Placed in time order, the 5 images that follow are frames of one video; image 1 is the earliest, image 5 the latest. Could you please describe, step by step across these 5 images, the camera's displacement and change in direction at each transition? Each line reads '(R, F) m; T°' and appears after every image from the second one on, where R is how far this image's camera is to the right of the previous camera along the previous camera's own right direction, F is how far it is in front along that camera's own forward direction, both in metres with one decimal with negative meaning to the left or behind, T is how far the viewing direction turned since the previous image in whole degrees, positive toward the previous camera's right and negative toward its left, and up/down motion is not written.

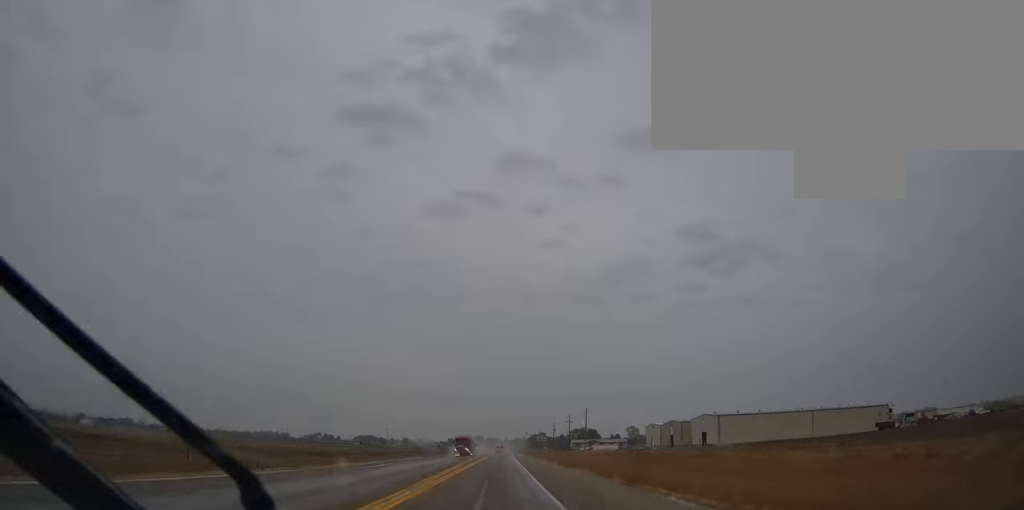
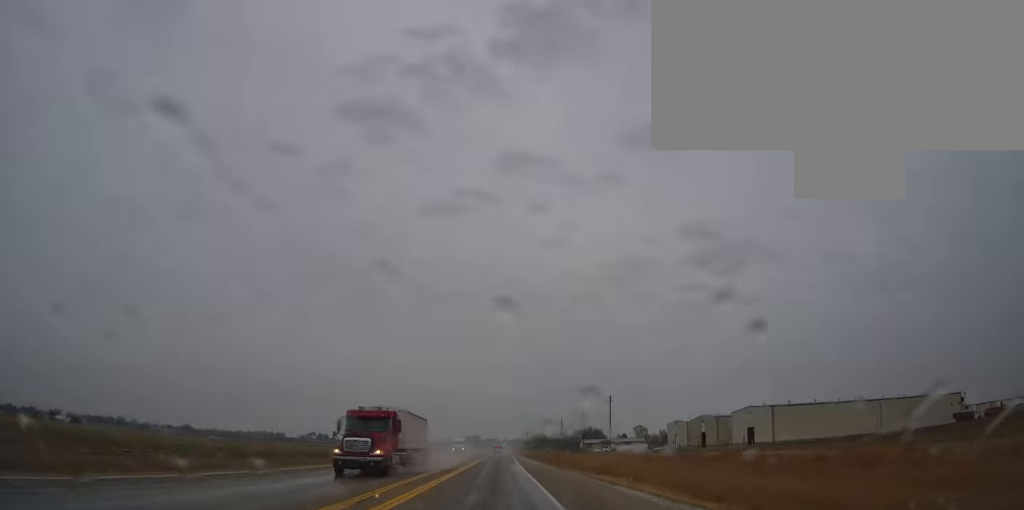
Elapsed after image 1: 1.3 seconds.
(0.0, +35.8) m; 0°
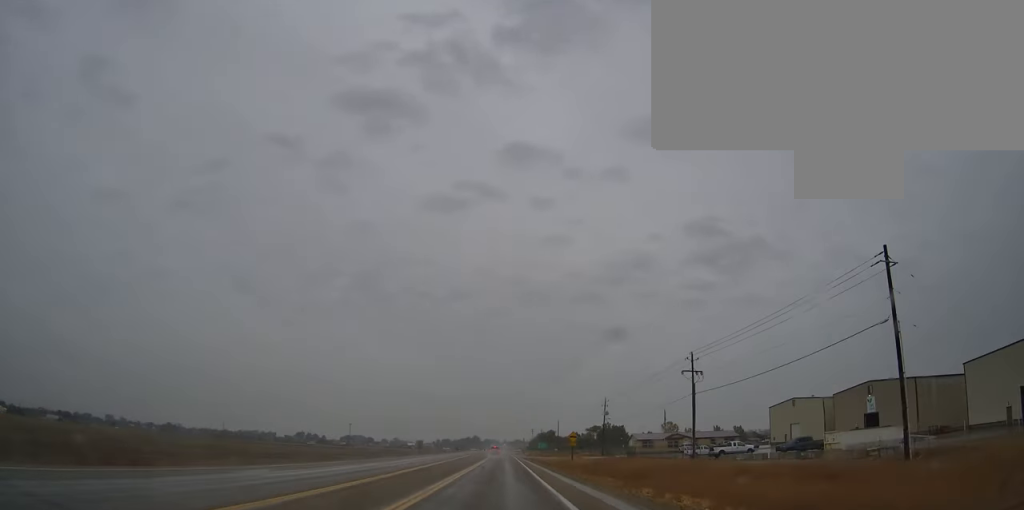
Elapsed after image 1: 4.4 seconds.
(0.0, +86.3) m; 0°
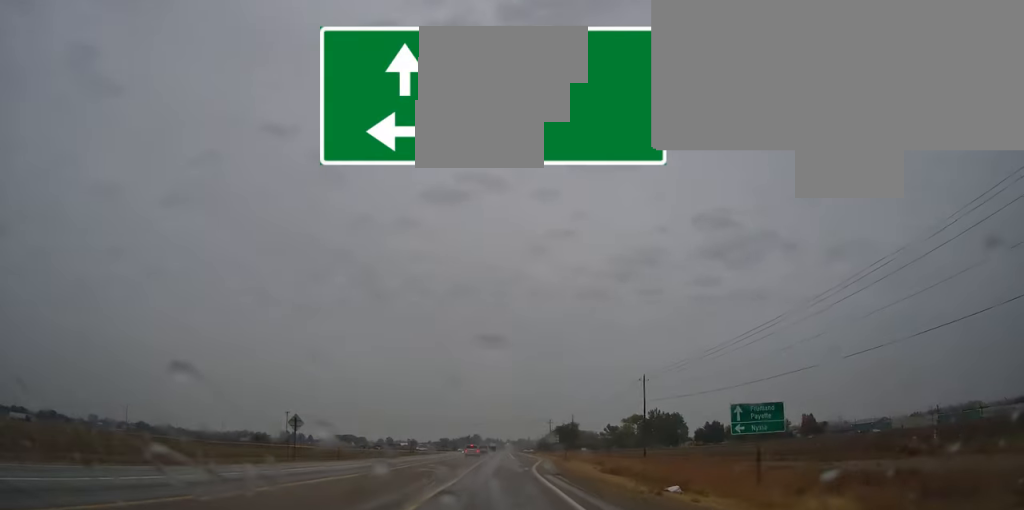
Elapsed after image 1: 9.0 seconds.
(0.0, +123.1) m; 0°
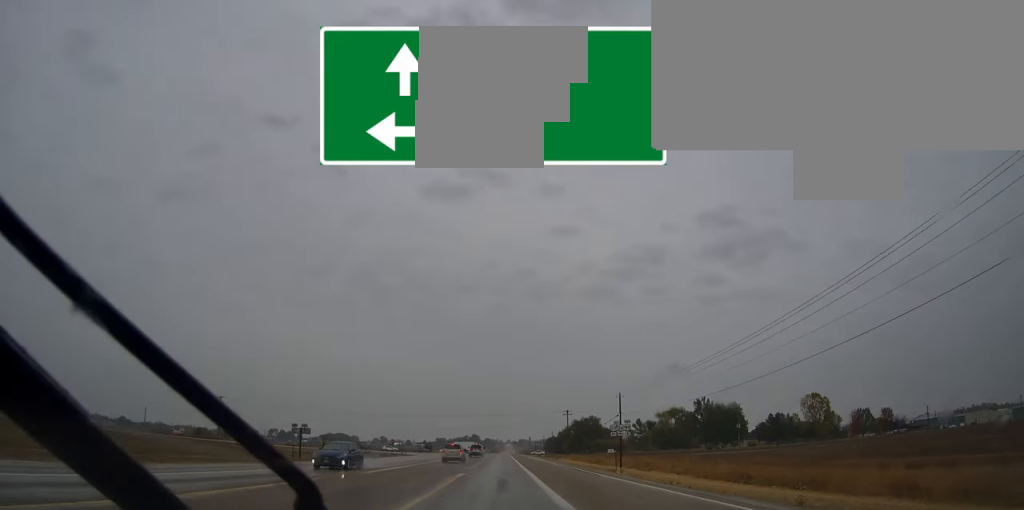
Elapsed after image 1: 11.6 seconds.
(0.0, +67.7) m; 0°
